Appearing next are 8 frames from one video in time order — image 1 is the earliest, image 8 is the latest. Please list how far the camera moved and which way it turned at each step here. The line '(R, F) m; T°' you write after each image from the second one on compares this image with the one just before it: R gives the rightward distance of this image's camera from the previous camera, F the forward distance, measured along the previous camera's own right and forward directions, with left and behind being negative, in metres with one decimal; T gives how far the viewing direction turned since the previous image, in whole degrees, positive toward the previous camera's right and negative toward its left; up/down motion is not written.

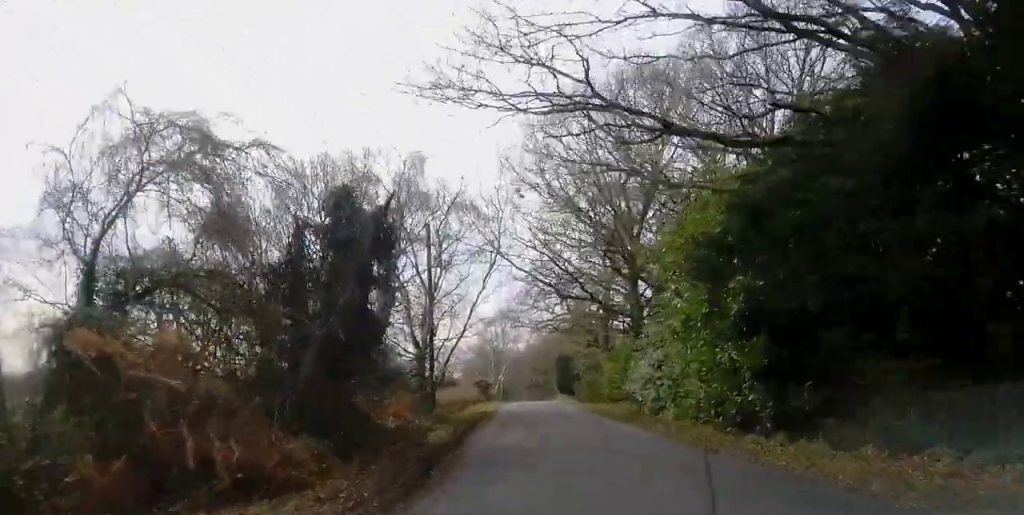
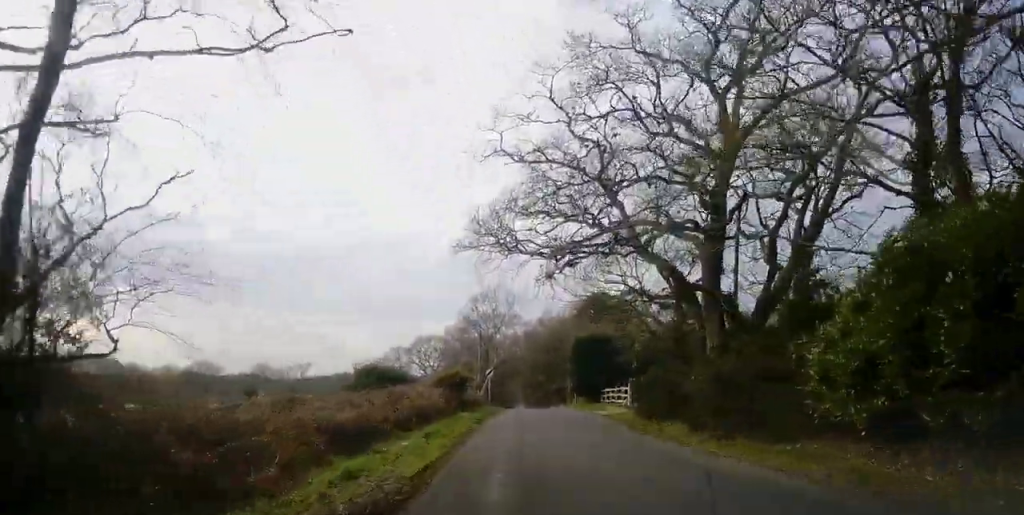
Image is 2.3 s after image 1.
(-1.3, +30.7) m; -3°
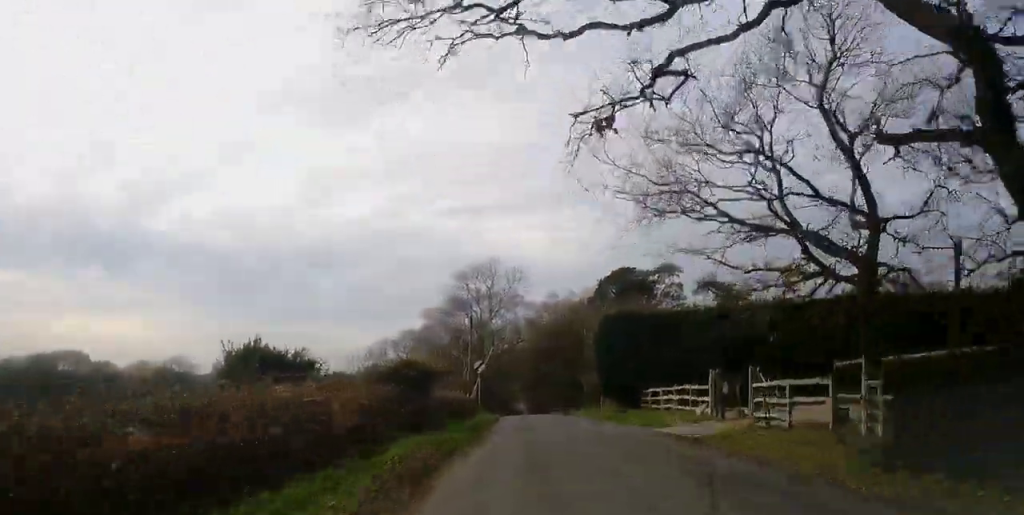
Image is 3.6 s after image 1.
(-0.4, +18.2) m; 0°
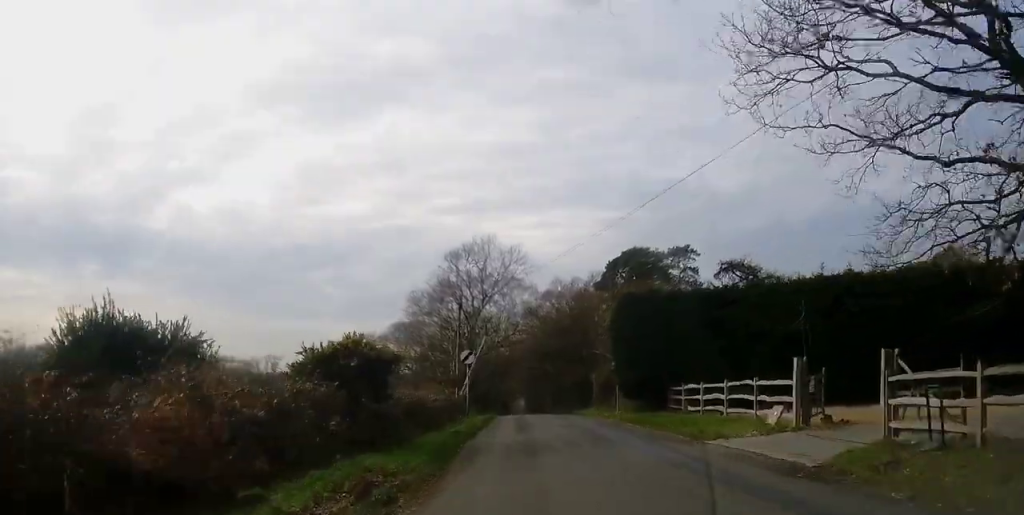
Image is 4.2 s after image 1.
(+0.3, +8.4) m; 0°
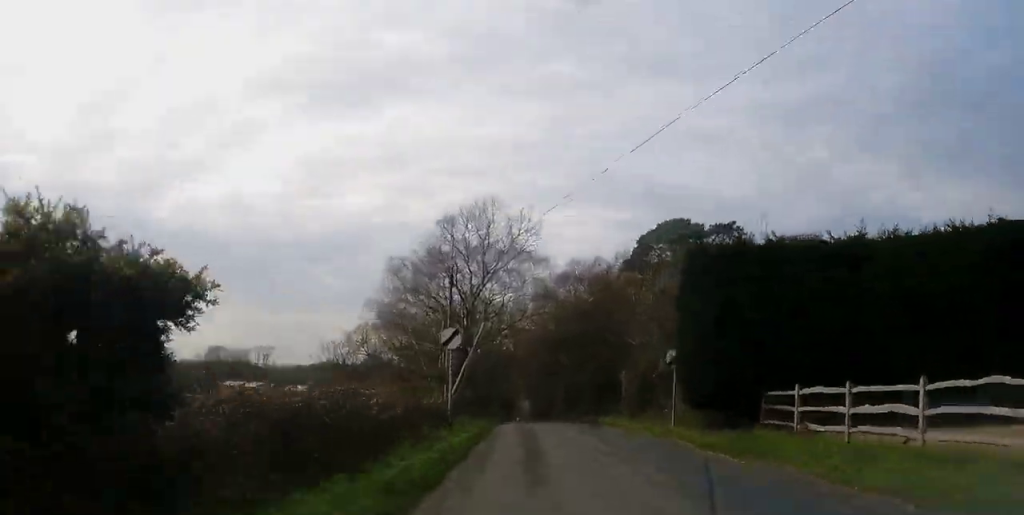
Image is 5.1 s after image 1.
(-0.2, +11.9) m; -2°
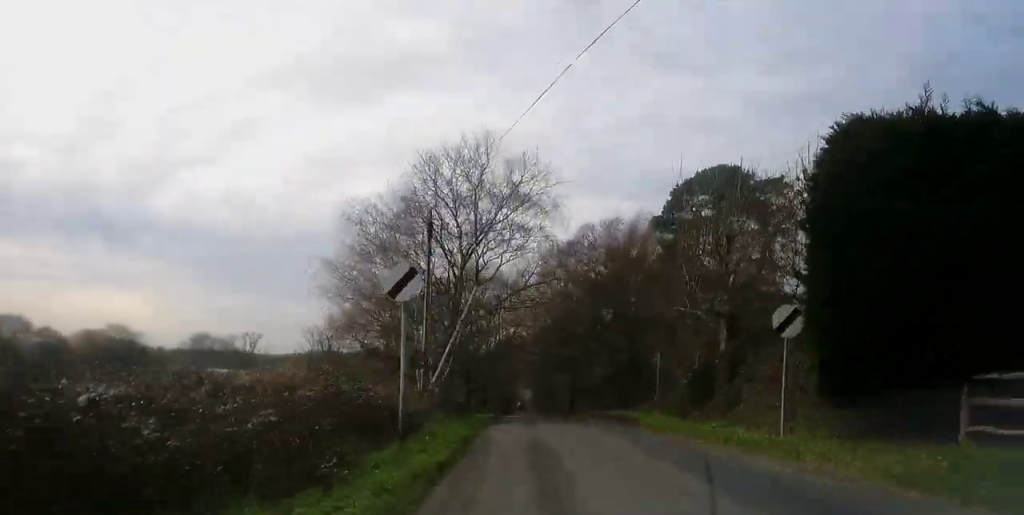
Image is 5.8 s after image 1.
(-0.1, +10.0) m; 0°
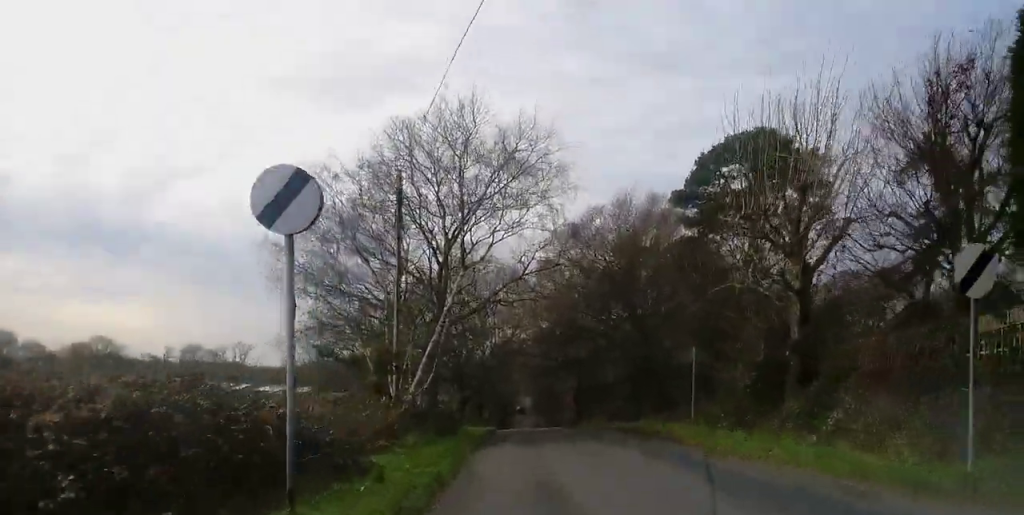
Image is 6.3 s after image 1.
(-0.1, +6.4) m; +1°
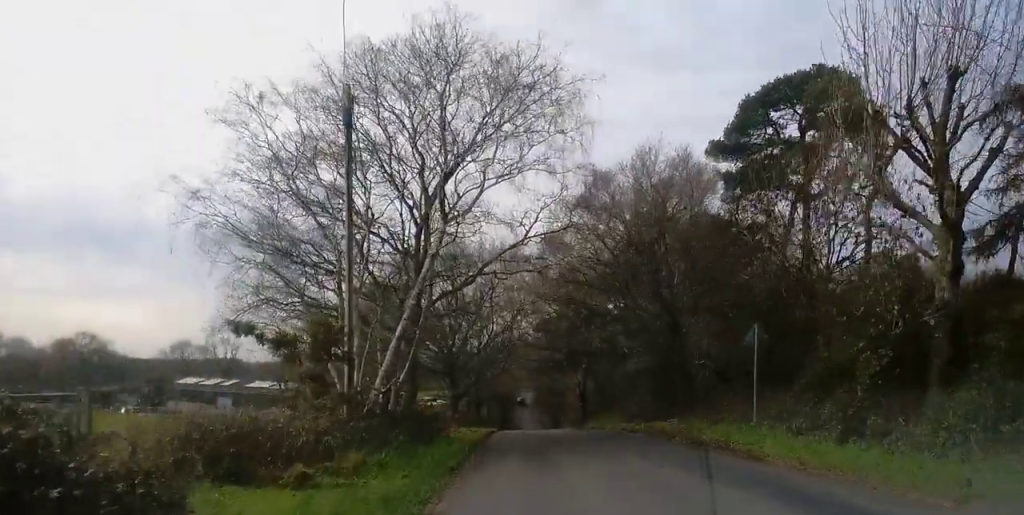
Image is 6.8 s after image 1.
(+0.2, +6.4) m; 0°
